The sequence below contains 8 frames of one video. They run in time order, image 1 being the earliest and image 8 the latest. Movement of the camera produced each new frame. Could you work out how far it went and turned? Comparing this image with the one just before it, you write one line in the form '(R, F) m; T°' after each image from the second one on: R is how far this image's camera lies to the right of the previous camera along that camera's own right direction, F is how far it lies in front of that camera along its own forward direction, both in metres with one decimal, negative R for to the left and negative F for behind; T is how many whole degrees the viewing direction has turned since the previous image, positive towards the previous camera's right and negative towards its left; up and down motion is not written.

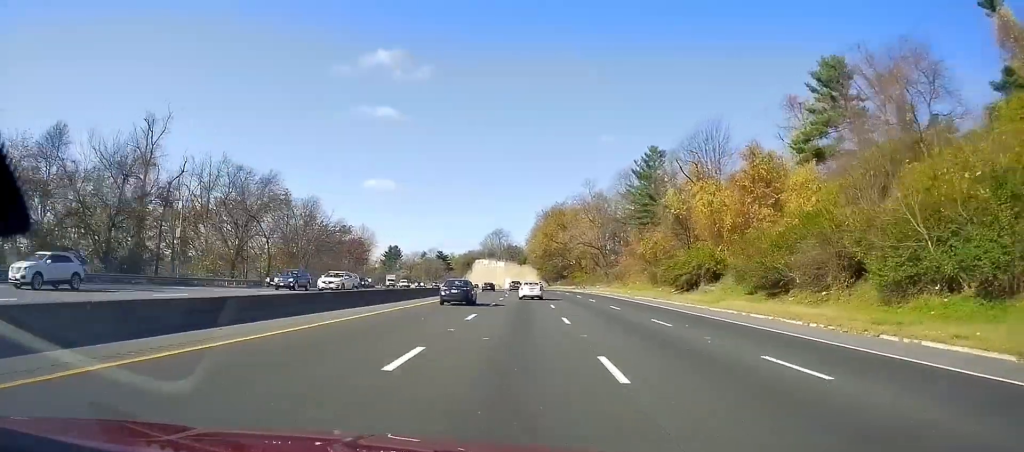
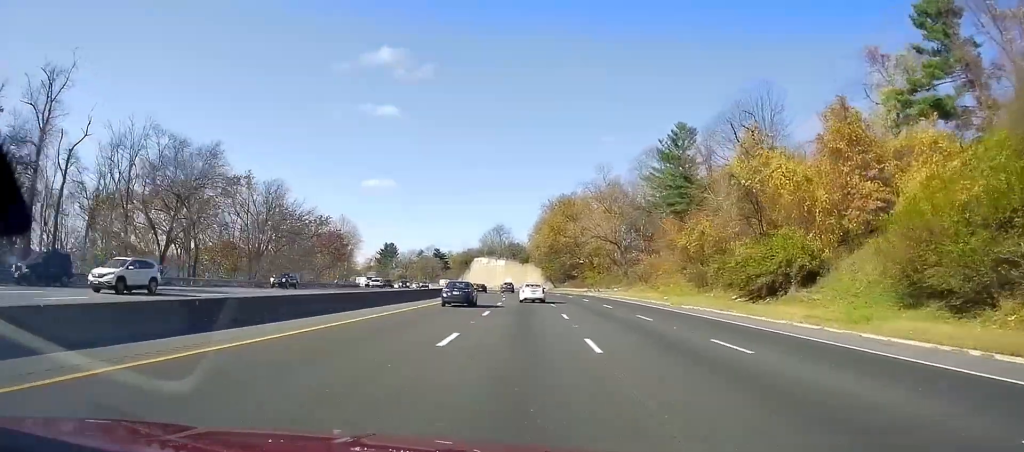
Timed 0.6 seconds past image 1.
(0.0, +21.2) m; 0°
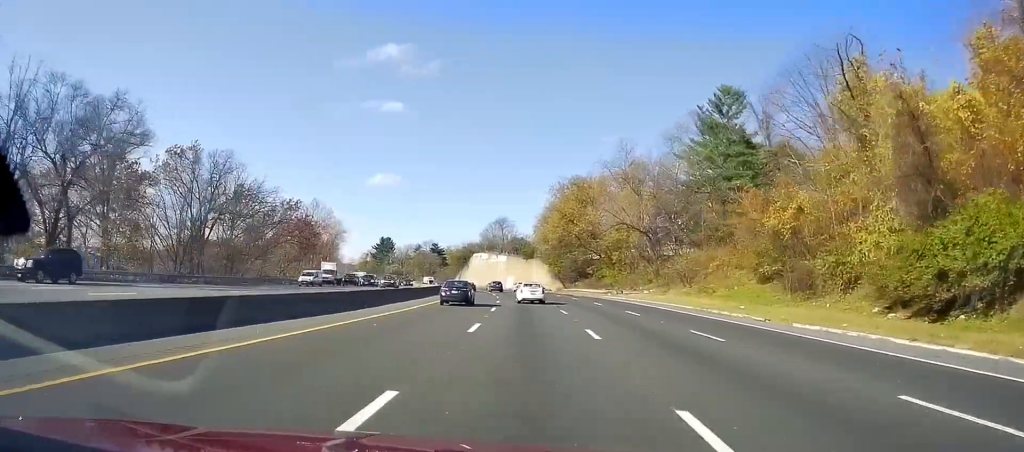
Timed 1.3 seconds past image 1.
(+0.1, +24.0) m; 0°
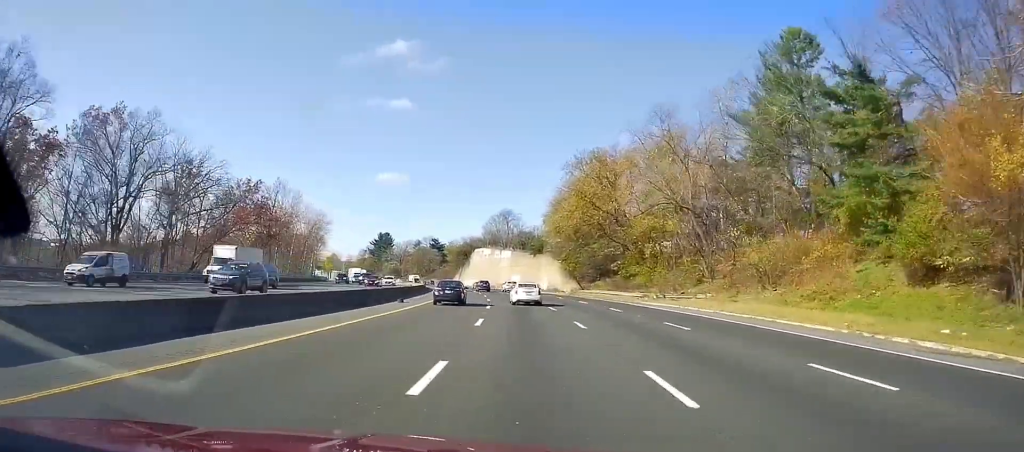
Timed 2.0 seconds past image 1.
(0.0, +23.0) m; 0°
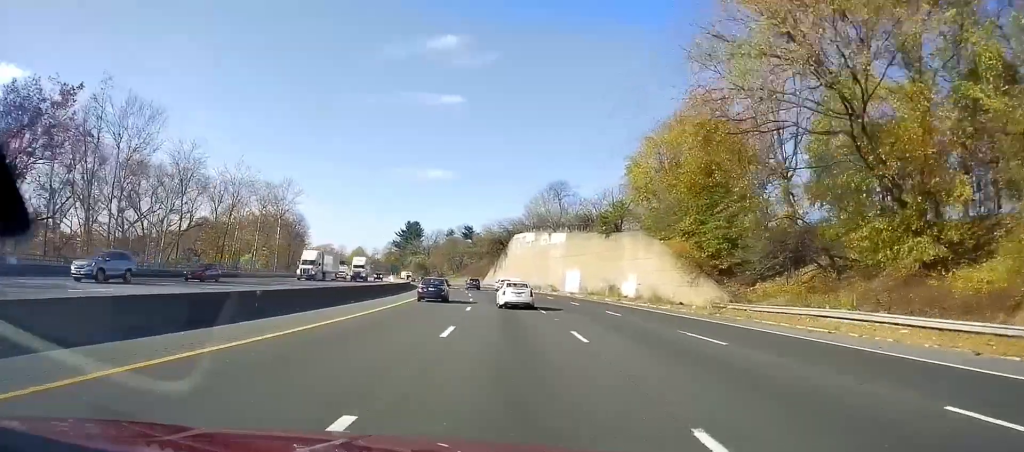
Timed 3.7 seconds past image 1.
(-0.5, +55.0) m; -2°
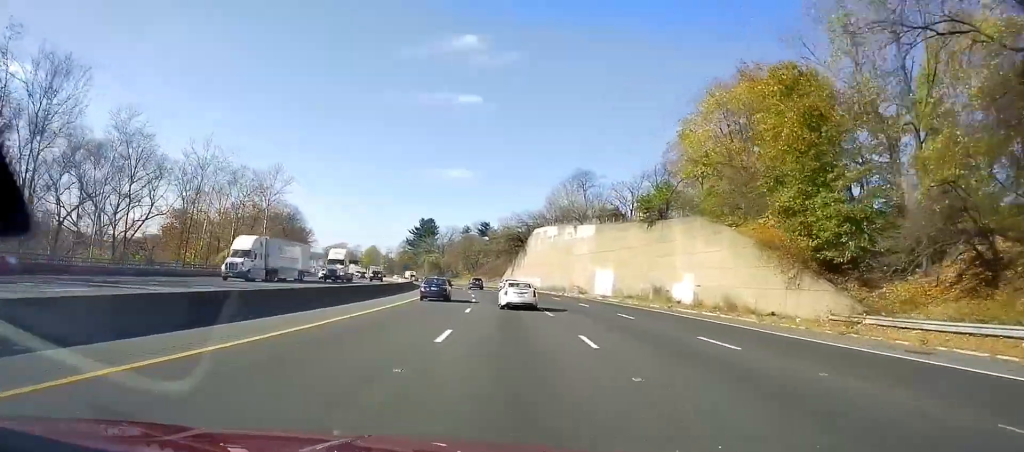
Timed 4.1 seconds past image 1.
(-0.3, +13.5) m; -2°
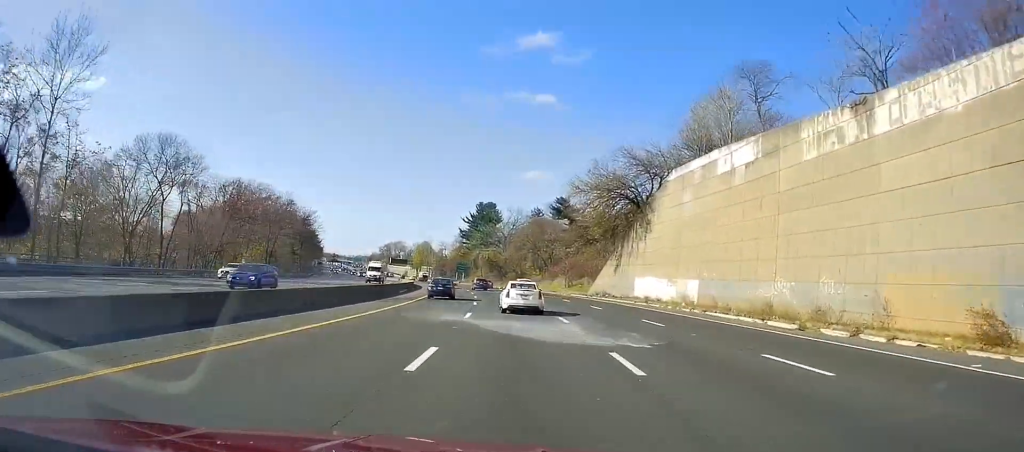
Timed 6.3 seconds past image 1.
(-5.2, +63.2) m; -9°
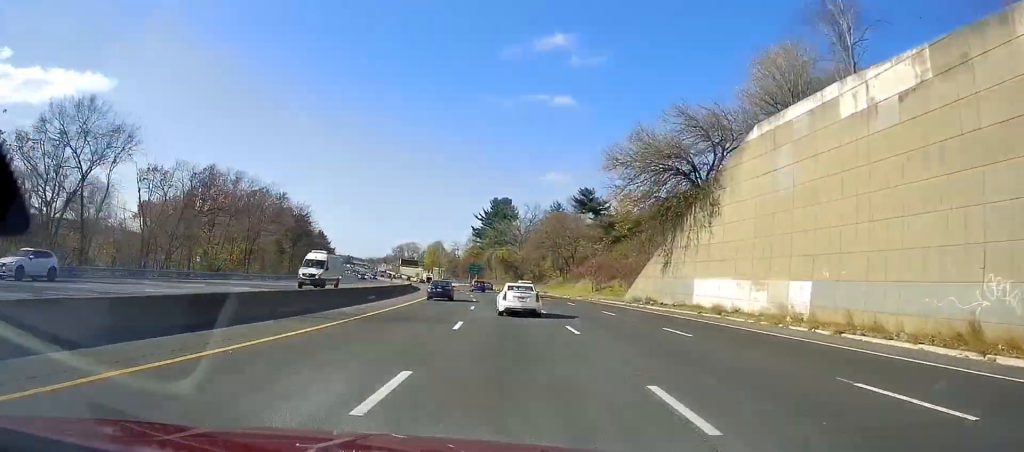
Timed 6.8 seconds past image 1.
(-0.3, +17.5) m; -2°
